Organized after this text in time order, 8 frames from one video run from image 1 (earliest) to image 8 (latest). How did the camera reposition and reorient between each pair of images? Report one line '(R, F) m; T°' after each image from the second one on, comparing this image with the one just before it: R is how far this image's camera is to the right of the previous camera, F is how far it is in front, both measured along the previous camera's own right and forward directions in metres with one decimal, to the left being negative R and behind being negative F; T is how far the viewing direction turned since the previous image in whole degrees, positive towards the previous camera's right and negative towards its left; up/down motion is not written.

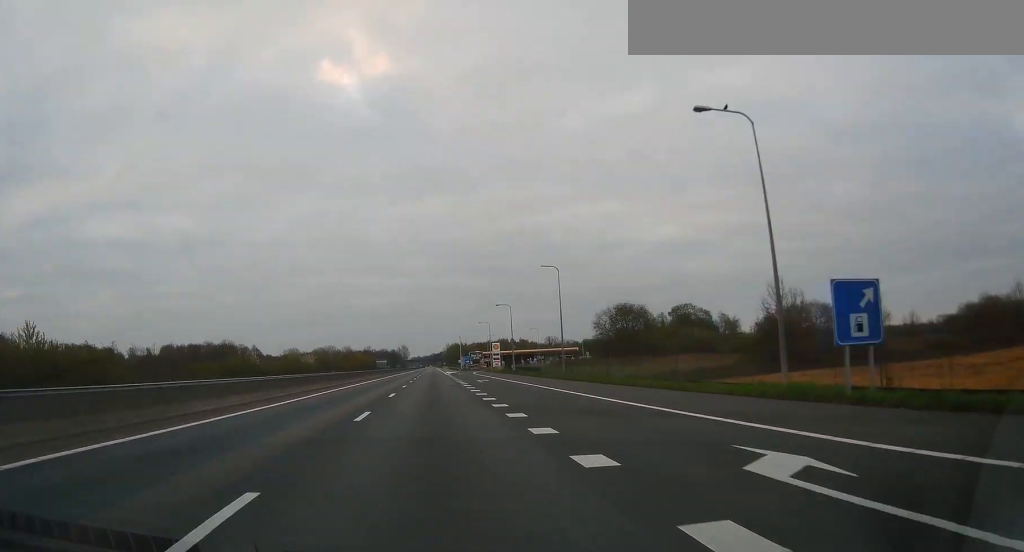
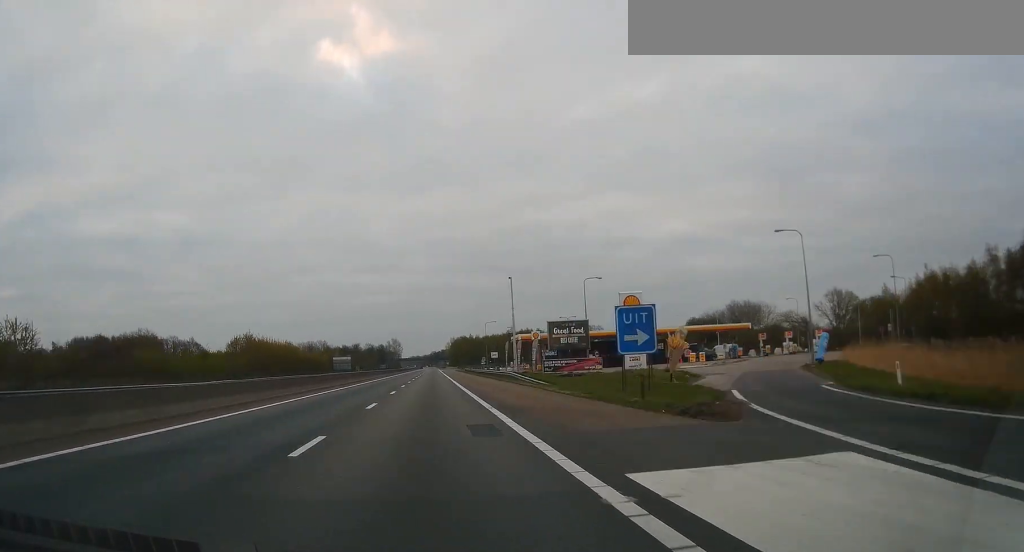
(+0.4, +131.8) m; 0°
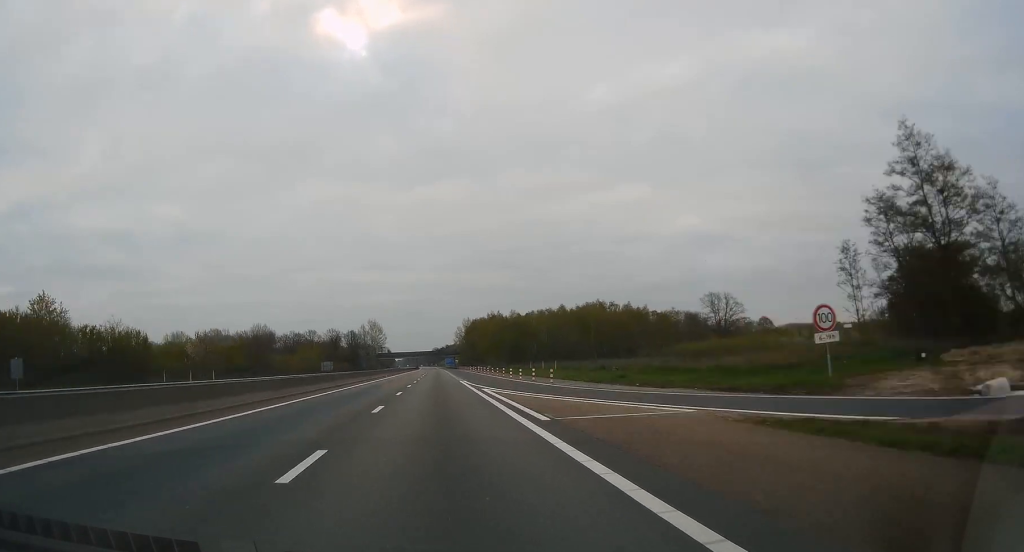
(-0.5, +163.9) m; 0°
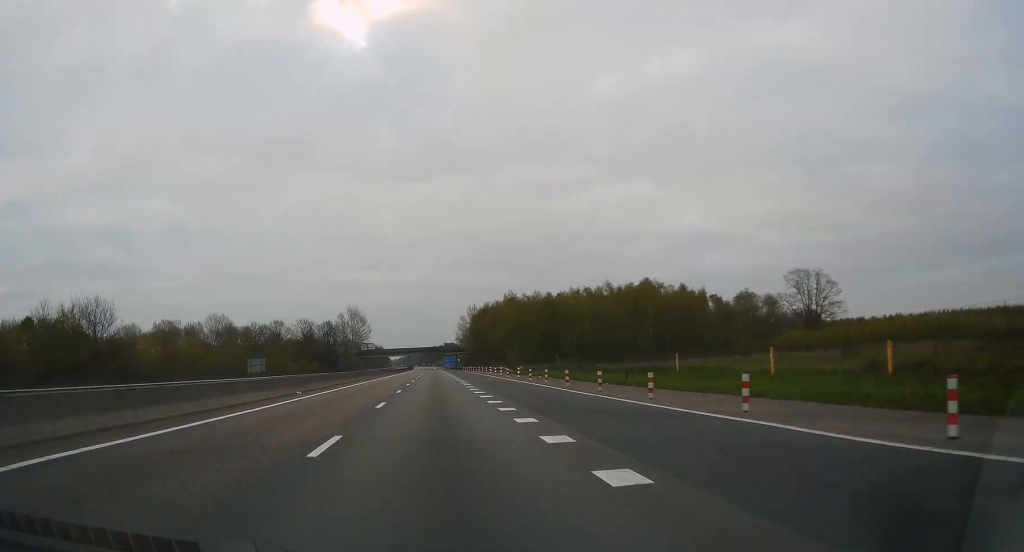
(0.0, +55.8) m; 0°
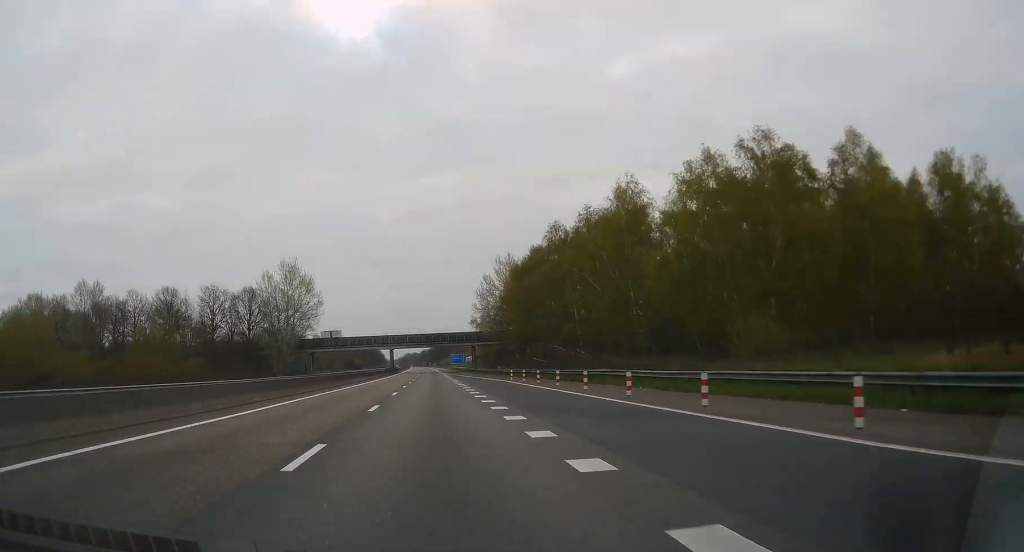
(-0.2, +92.3) m; 0°
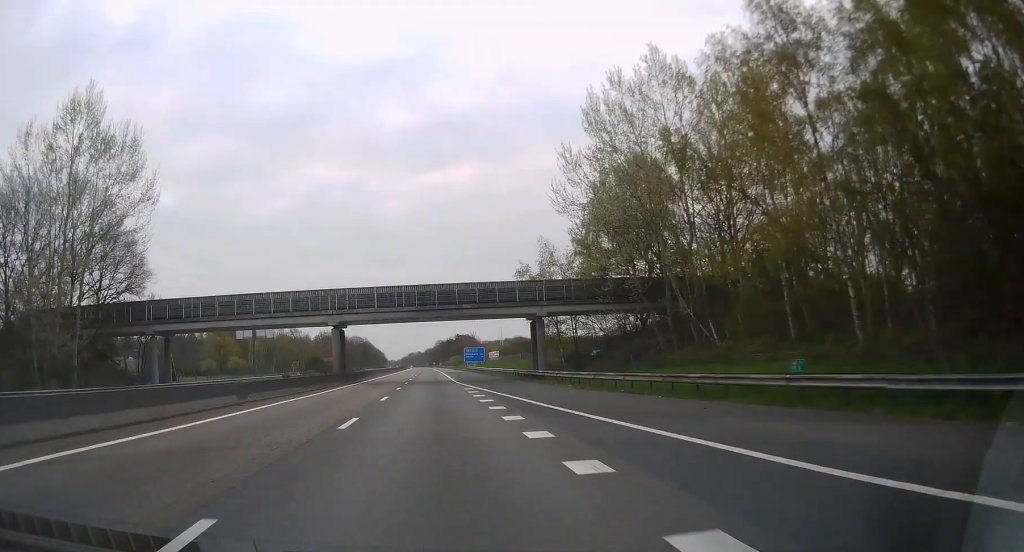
(-0.1, +74.3) m; 0°
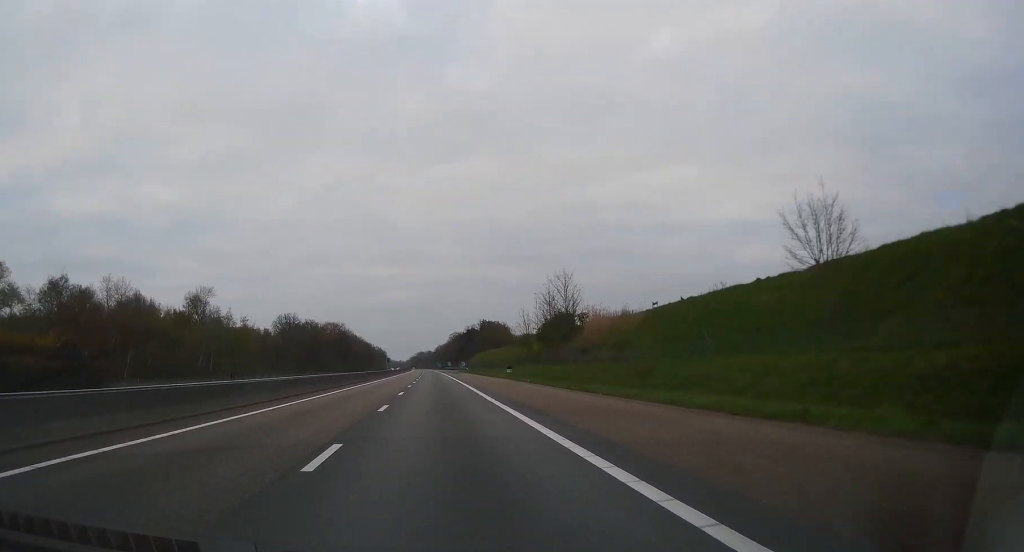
(-0.8, +148.0) m; -1°
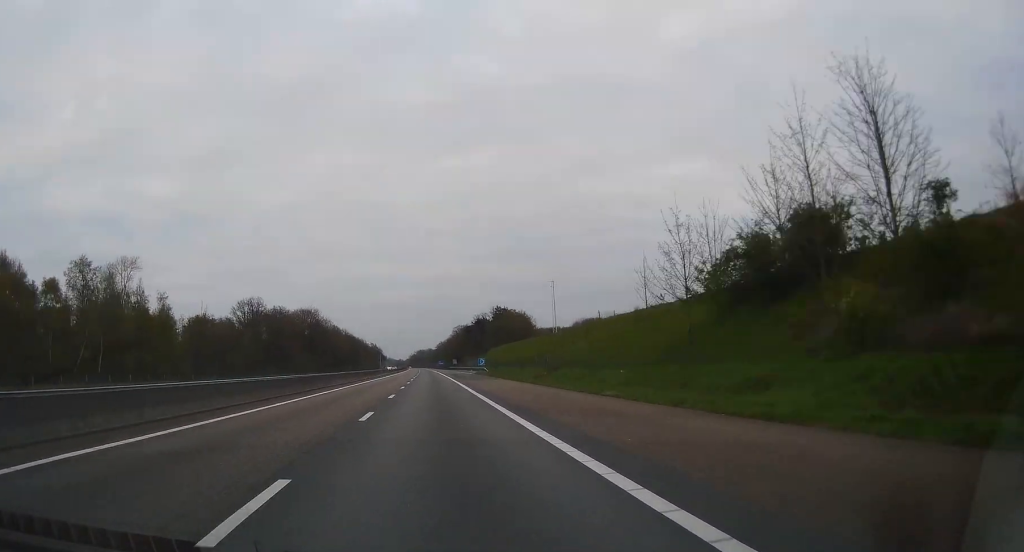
(-0.1, +61.4) m; 0°
